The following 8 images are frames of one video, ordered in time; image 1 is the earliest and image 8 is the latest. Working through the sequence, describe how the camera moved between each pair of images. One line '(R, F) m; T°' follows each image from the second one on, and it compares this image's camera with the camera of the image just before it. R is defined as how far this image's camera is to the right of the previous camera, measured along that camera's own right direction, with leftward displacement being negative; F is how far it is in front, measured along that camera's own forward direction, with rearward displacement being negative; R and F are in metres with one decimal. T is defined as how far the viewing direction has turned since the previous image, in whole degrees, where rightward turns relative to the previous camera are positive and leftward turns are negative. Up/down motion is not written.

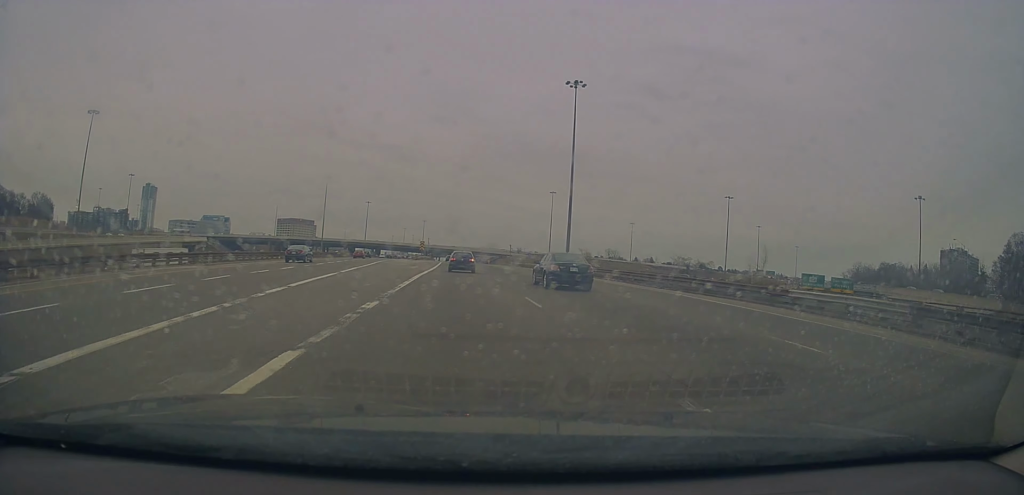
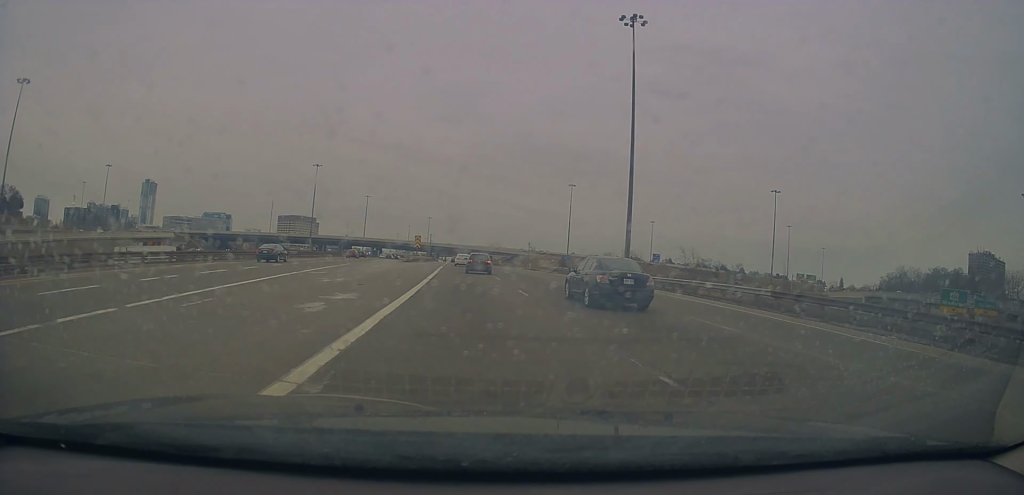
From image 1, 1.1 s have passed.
(-0.5, +30.6) m; -1°
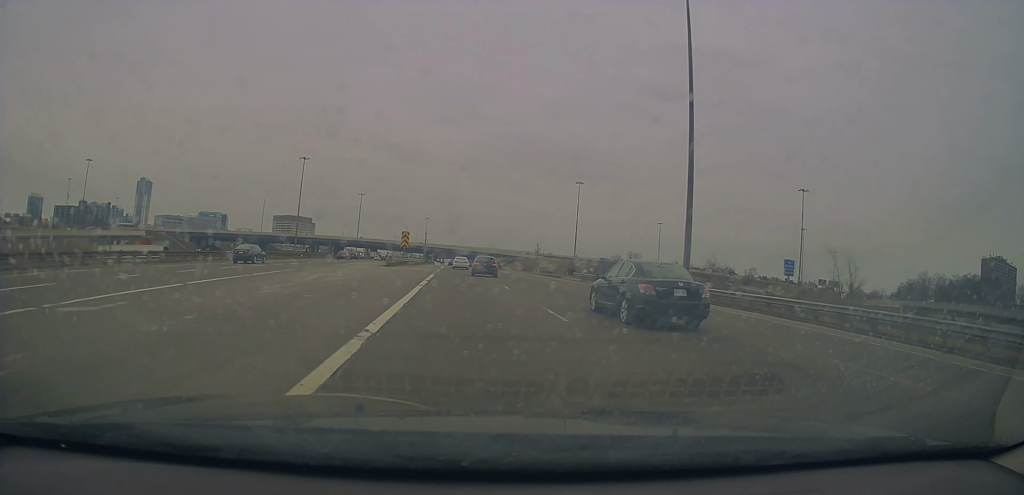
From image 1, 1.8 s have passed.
(0.0, +18.5) m; 0°
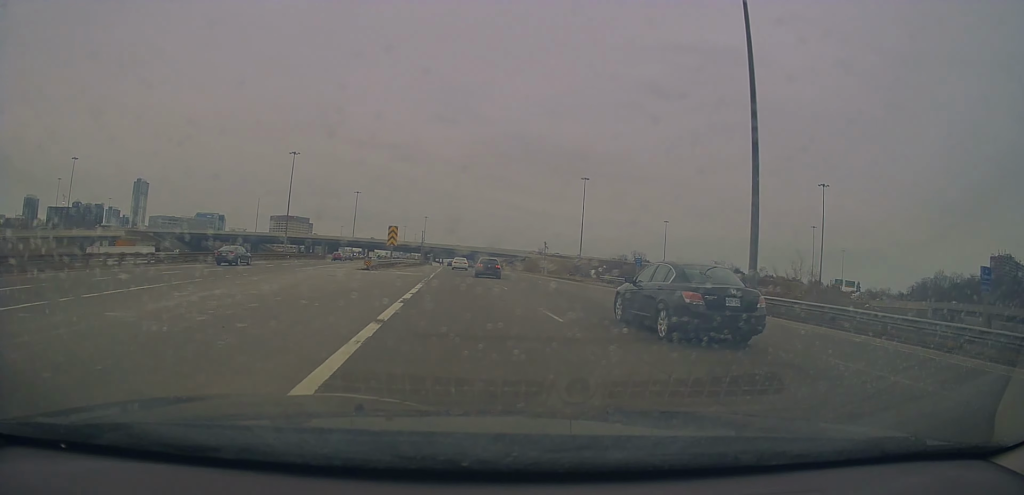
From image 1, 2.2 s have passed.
(-0.1, +12.2) m; +1°
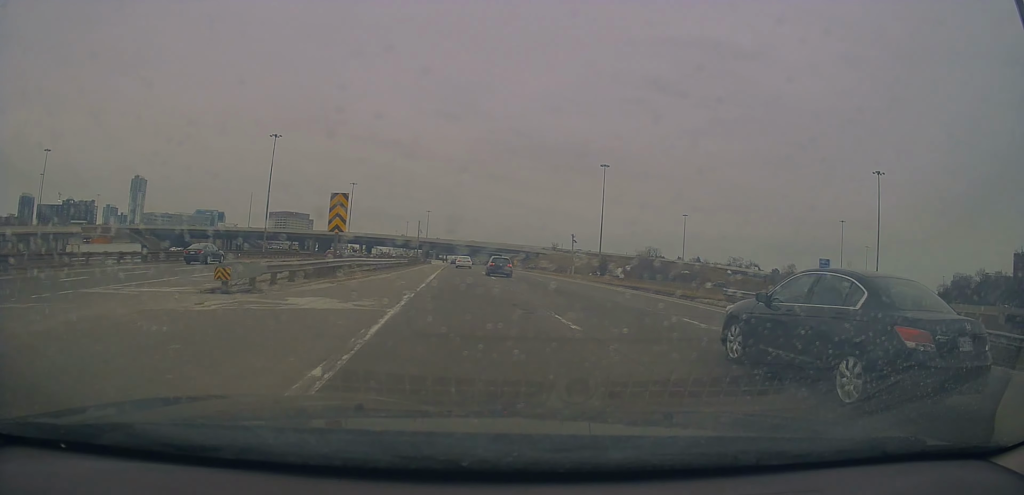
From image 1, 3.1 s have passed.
(+0.5, +25.7) m; -1°
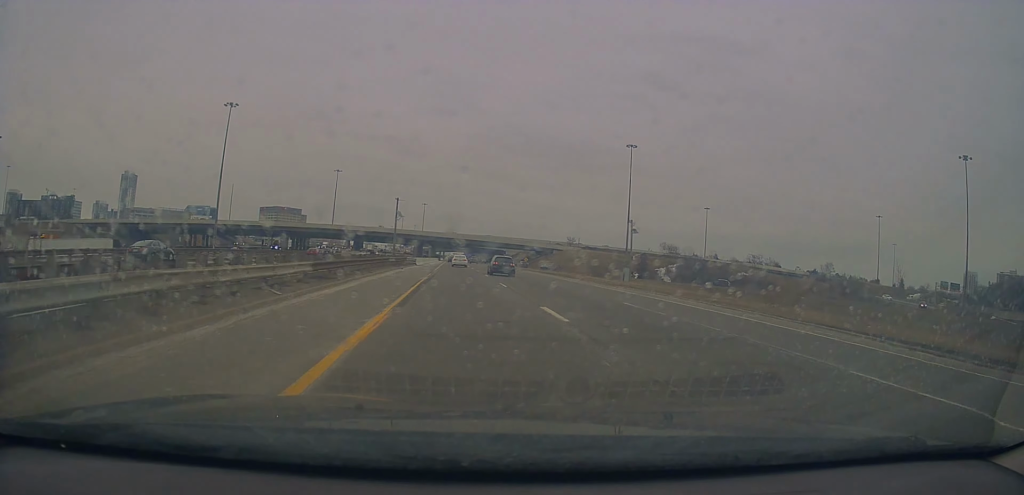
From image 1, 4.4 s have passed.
(-1.1, +34.8) m; -1°
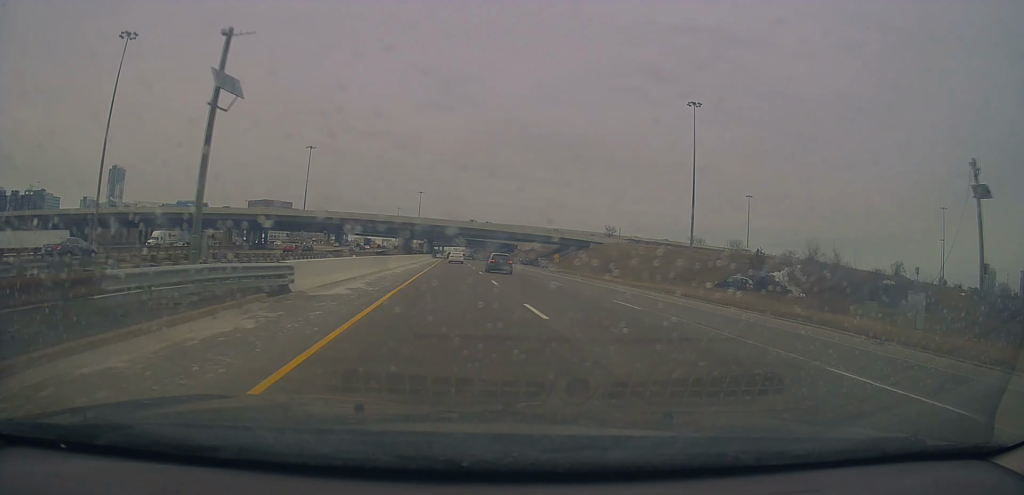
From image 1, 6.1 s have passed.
(+0.8, +50.3) m; 0°
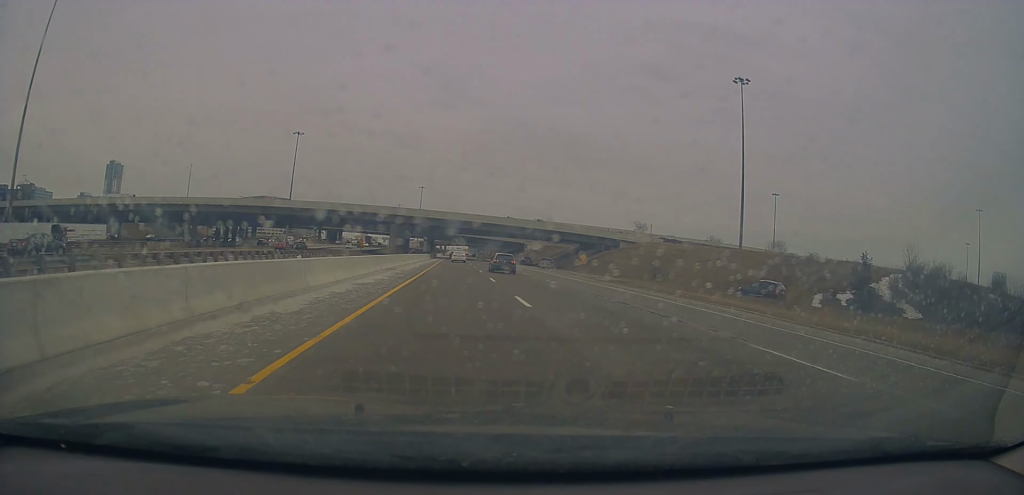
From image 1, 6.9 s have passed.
(-0.4, +22.5) m; 0°
